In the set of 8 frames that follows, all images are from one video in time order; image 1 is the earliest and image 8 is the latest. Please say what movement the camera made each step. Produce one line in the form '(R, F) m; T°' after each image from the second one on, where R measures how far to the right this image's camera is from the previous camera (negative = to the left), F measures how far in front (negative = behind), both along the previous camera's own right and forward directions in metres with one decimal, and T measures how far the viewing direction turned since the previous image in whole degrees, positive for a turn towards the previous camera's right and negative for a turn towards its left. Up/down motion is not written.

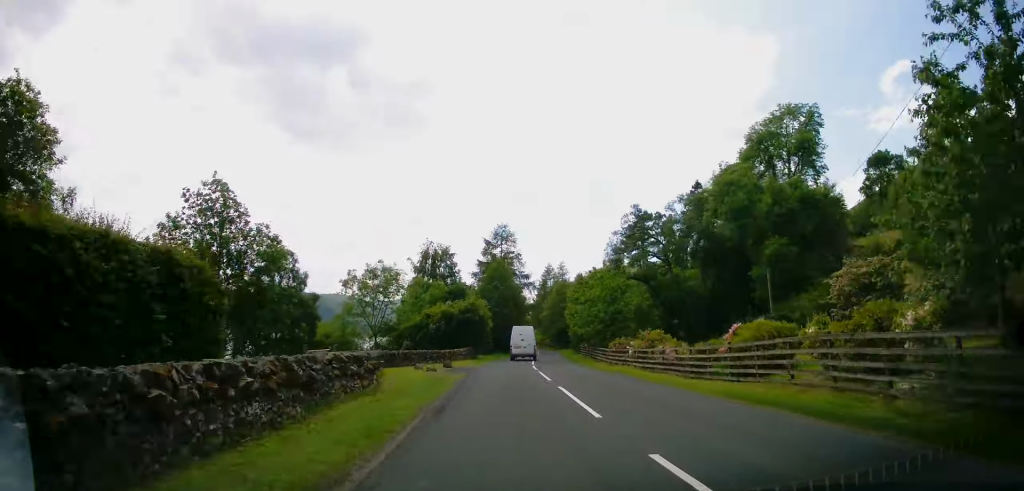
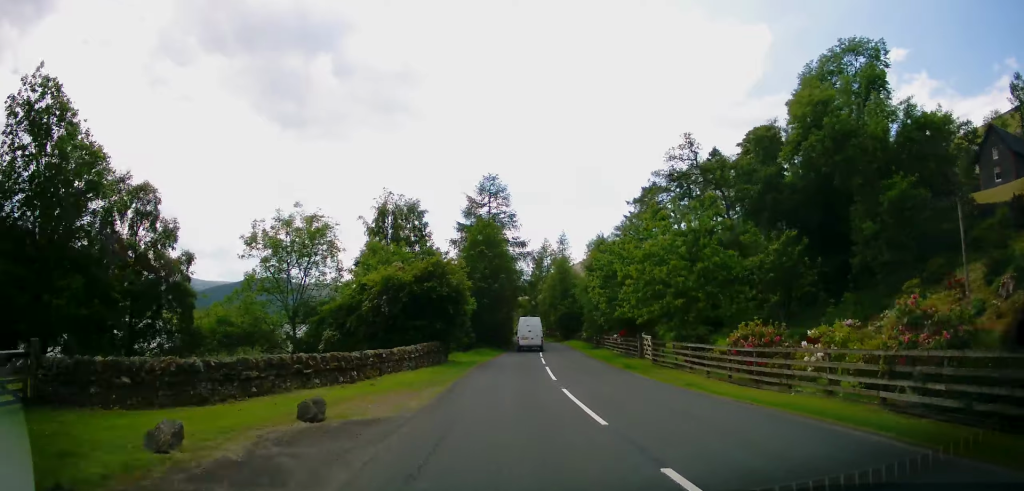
(-0.2, +19.4) m; +1°
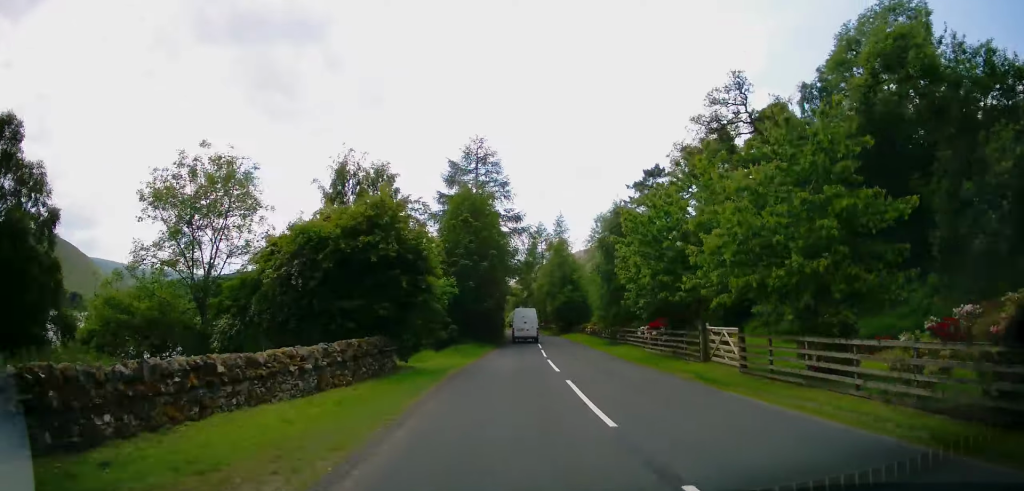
(+0.2, +10.0) m; +1°
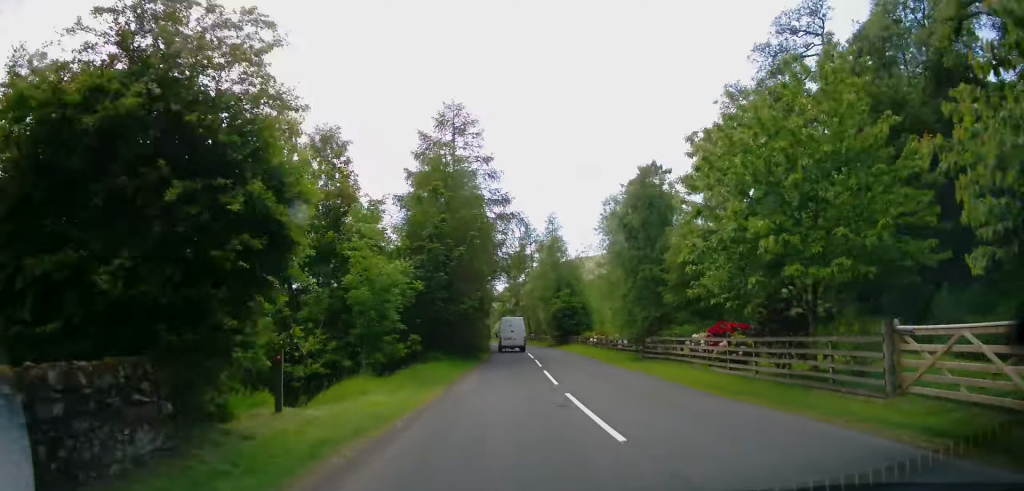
(+0.1, +10.1) m; +1°
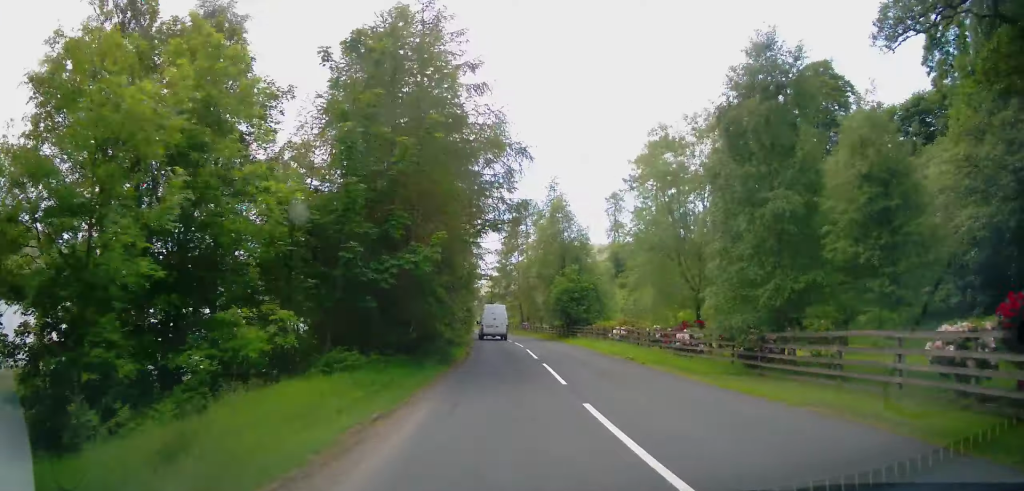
(+0.1, +13.1) m; 0°
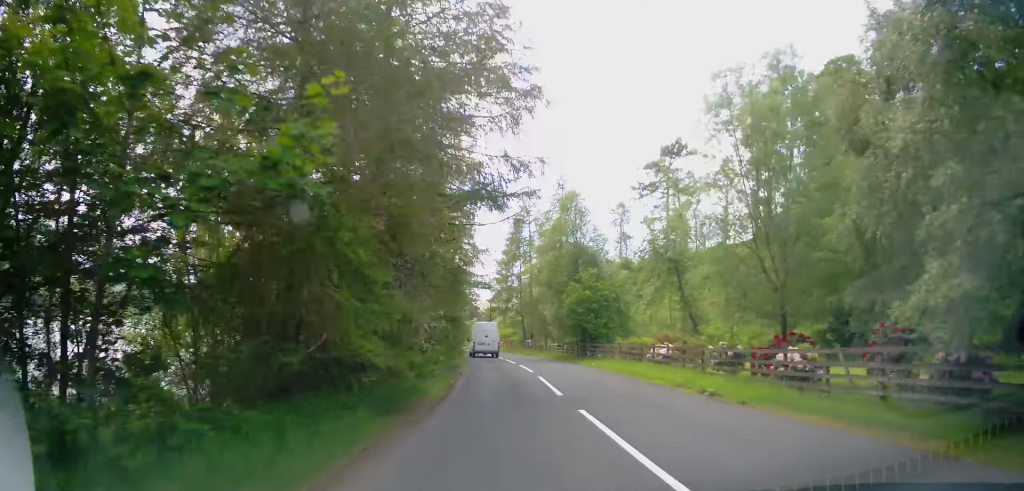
(-0.1, +8.3) m; 0°
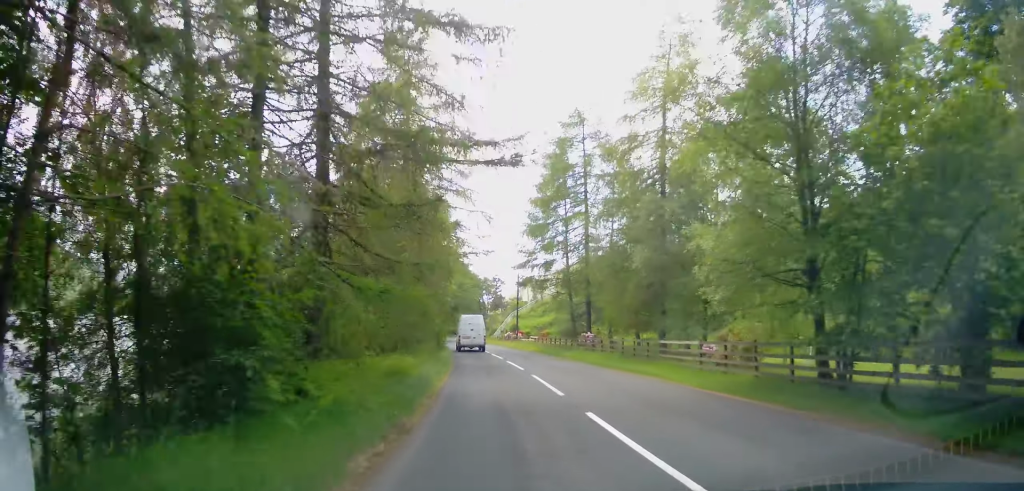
(0.0, +29.7) m; -1°
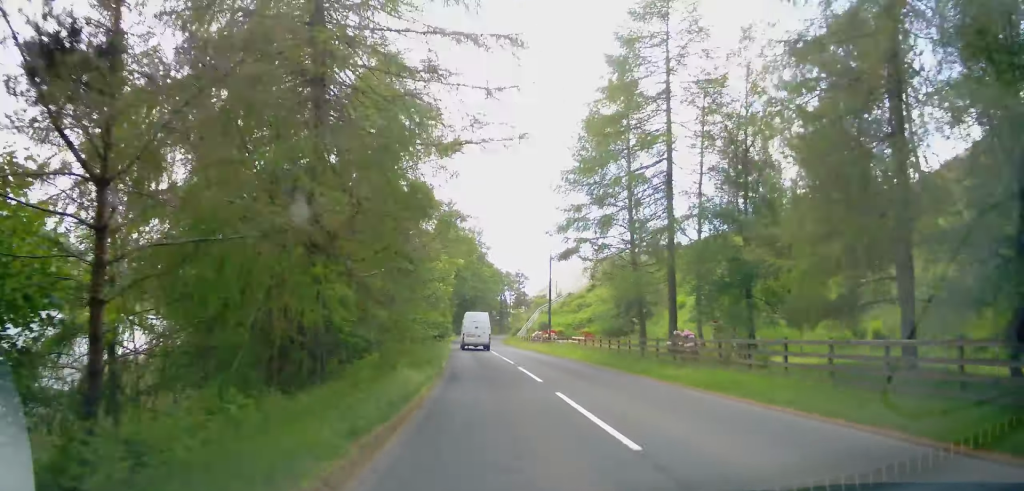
(0.0, +16.2) m; -2°
